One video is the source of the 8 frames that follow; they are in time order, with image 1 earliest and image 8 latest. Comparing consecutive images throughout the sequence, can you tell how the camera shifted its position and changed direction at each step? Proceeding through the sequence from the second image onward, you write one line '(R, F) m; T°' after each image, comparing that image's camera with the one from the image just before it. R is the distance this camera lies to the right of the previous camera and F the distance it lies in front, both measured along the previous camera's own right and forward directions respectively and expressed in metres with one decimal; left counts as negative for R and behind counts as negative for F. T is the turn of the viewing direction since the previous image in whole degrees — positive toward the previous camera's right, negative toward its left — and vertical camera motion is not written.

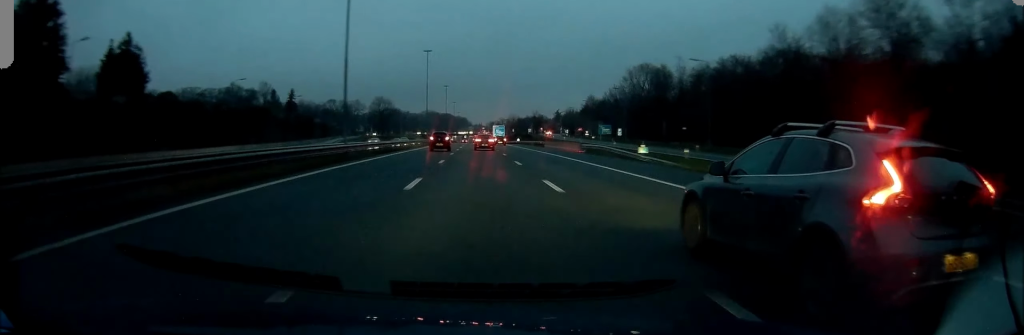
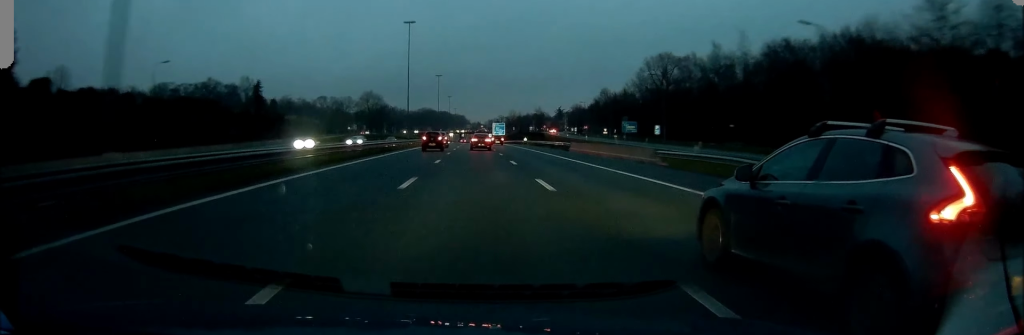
(-0.1, +23.7) m; 0°
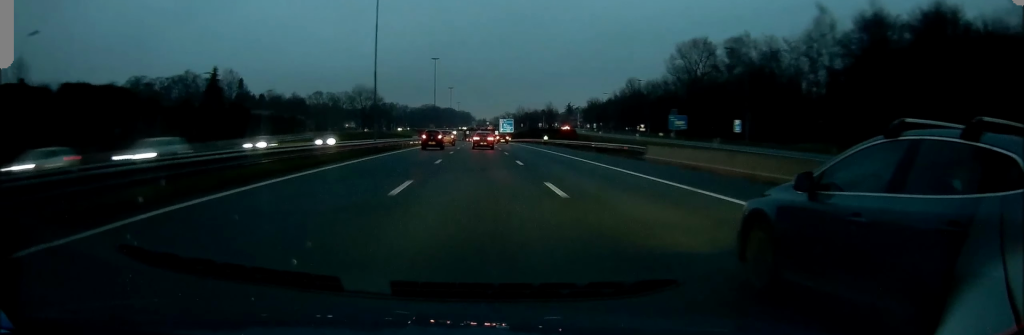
(0.0, +25.6) m; 0°
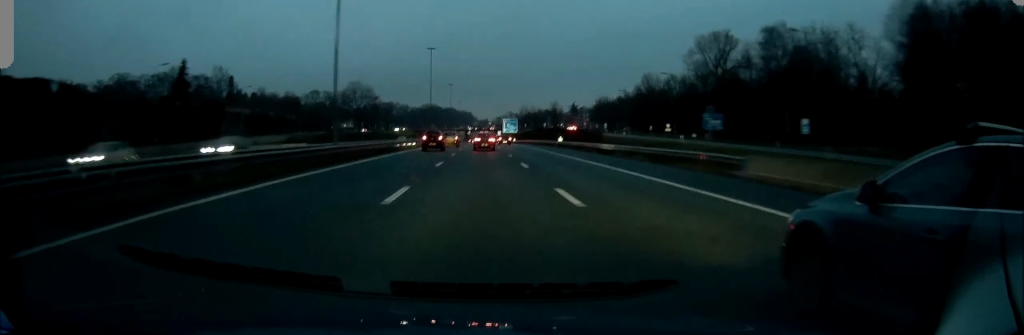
(+0.1, +13.3) m; 0°
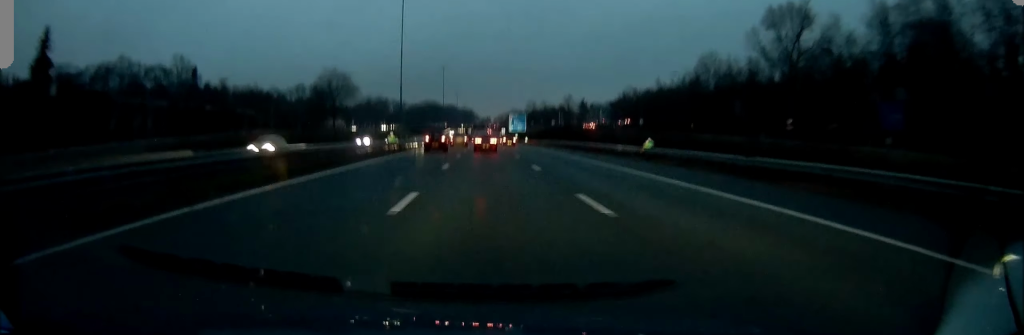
(-0.1, +37.0) m; 0°
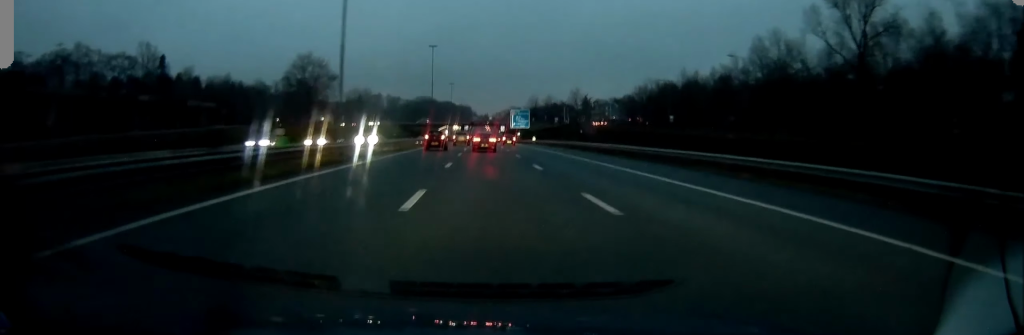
(0.0, +23.8) m; 0°
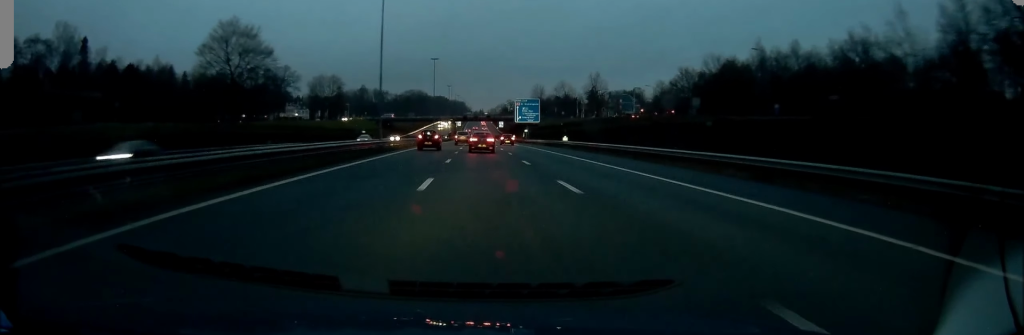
(-0.1, +44.6) m; 0°
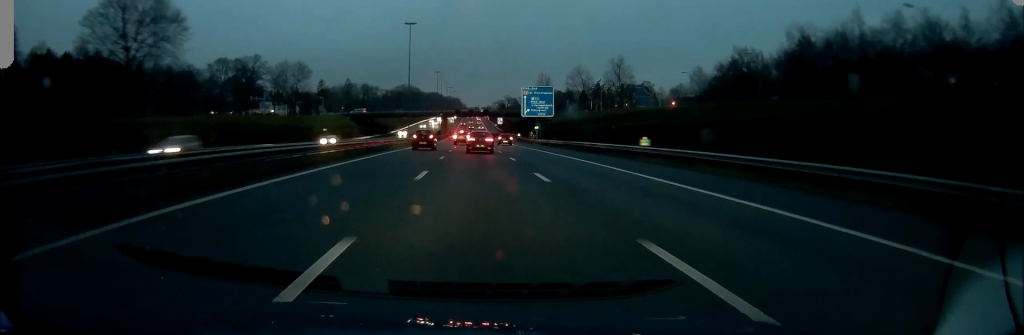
(+0.2, +33.2) m; +1°
